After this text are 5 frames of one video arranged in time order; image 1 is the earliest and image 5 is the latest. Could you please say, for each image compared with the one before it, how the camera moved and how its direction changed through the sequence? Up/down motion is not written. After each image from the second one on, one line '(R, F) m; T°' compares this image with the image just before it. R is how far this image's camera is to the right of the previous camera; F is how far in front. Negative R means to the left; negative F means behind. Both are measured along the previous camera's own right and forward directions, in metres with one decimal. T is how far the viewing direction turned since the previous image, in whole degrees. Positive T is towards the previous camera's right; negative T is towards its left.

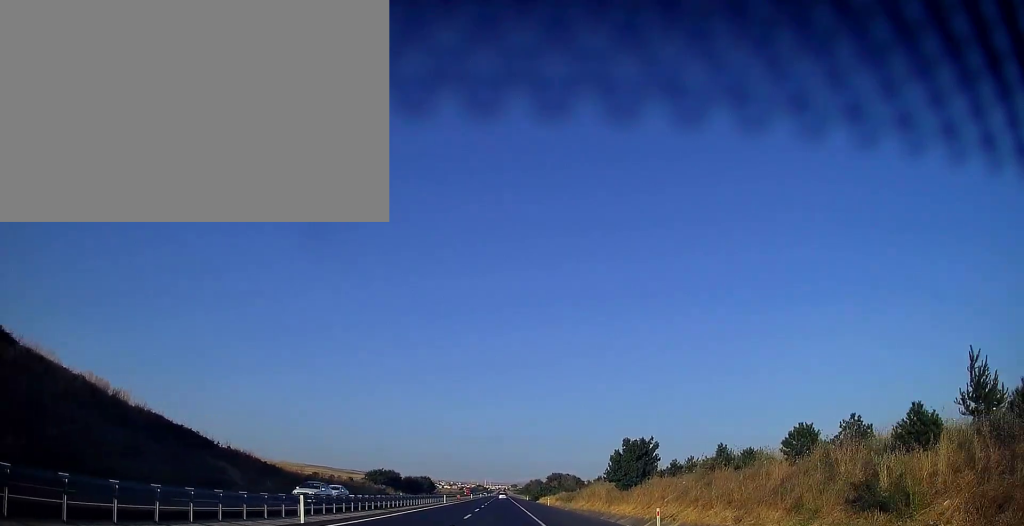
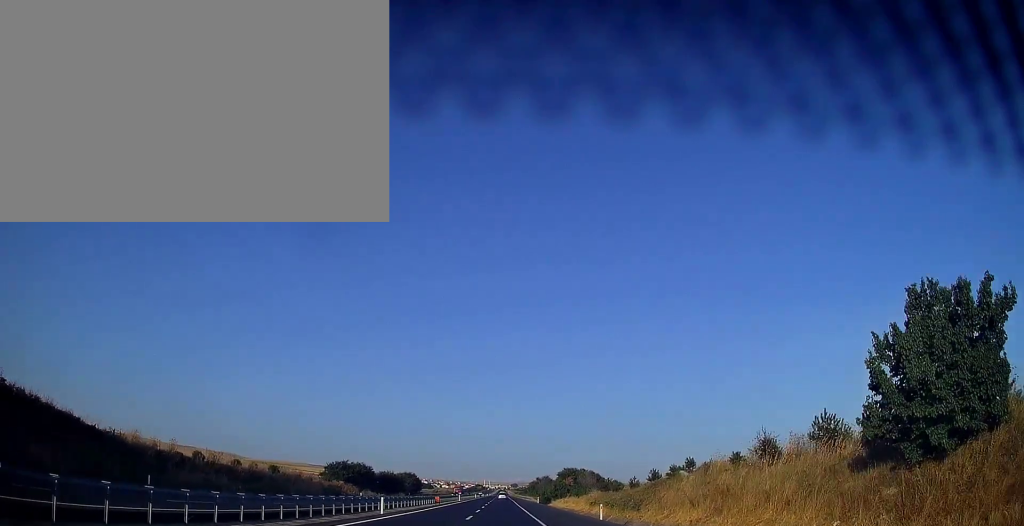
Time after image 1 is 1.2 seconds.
(+0.3, +36.4) m; +1°
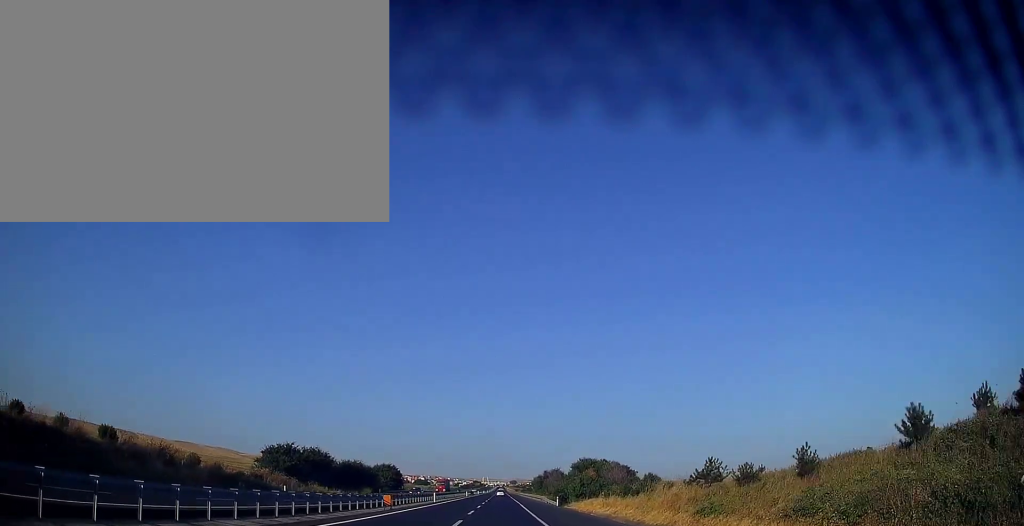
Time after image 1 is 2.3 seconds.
(-0.1, +32.5) m; -1°
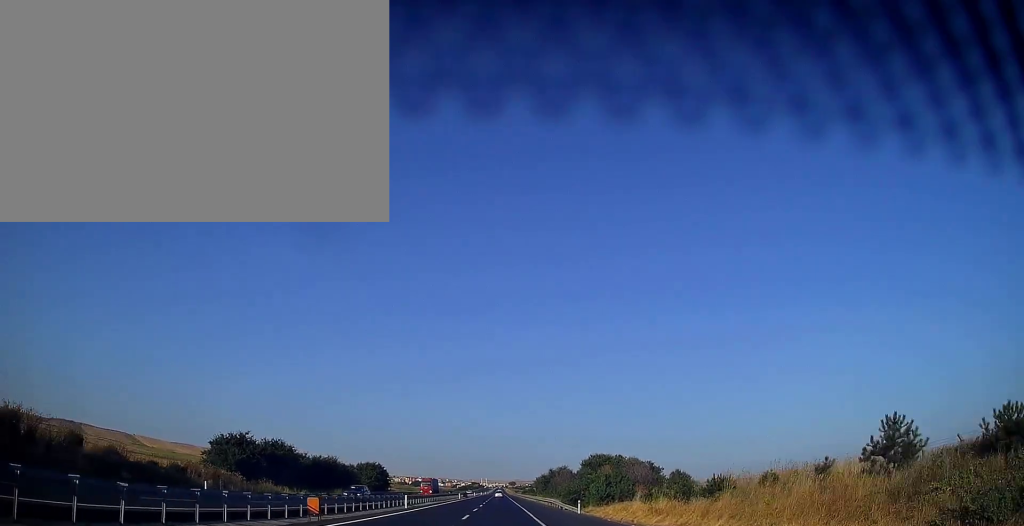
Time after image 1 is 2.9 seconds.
(-0.1, +16.7) m; 0°
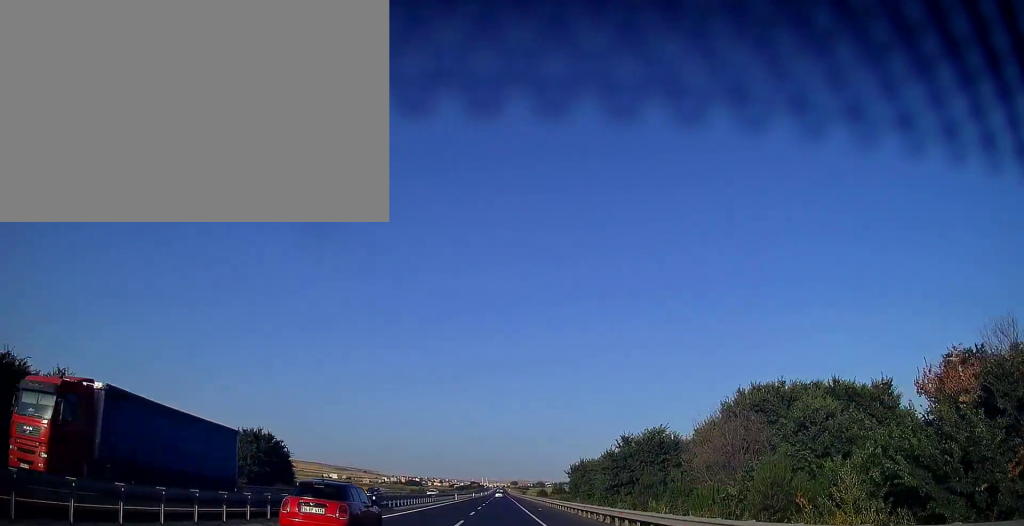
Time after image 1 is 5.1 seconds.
(0.0, +66.0) m; 0°
